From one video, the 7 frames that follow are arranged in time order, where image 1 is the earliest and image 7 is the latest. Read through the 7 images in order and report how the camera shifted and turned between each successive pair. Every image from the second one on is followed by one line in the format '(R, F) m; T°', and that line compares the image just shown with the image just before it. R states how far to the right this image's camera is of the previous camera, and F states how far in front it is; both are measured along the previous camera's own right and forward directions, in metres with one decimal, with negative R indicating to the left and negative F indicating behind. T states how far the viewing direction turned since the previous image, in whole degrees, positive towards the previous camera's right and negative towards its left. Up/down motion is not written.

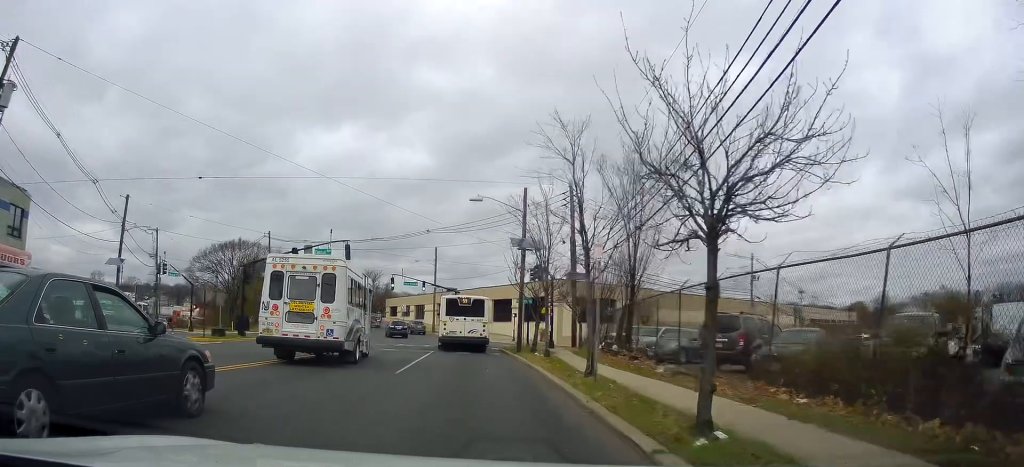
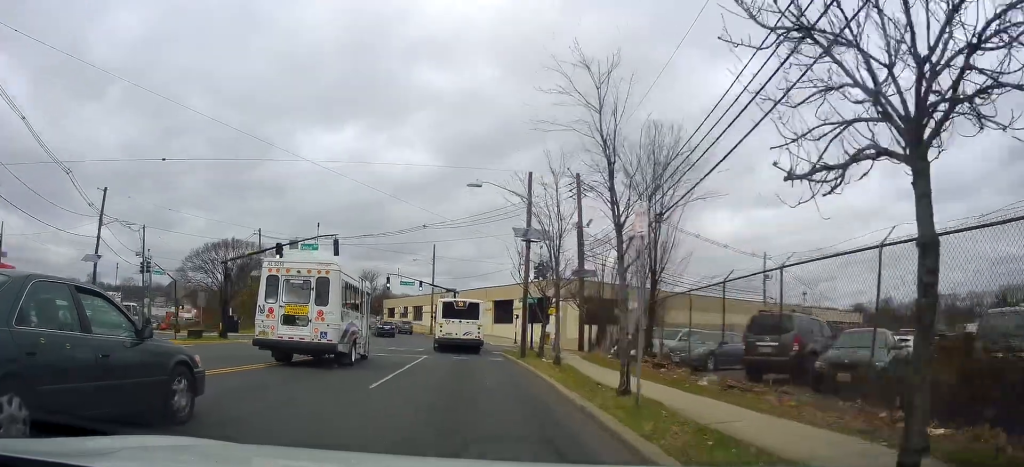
(-0.1, +2.8) m; +2°
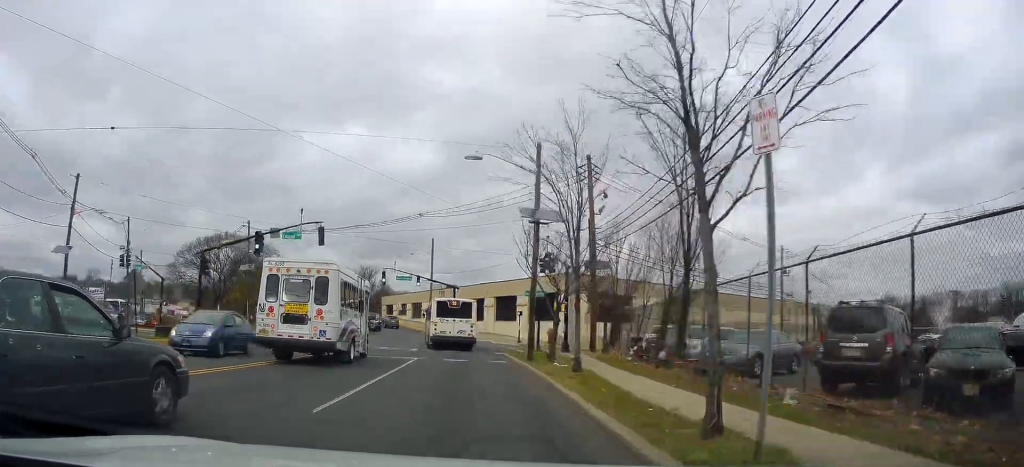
(+0.2, +3.6) m; 0°
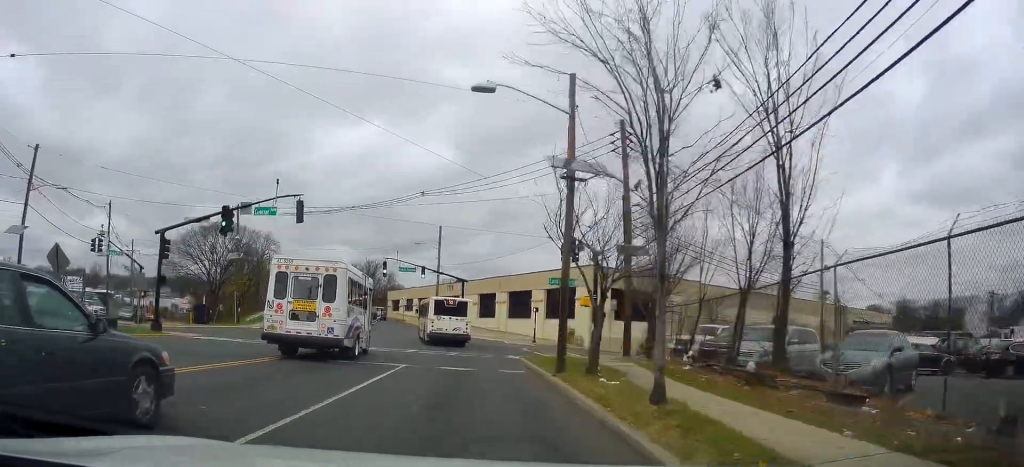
(0.0, +6.0) m; -3°
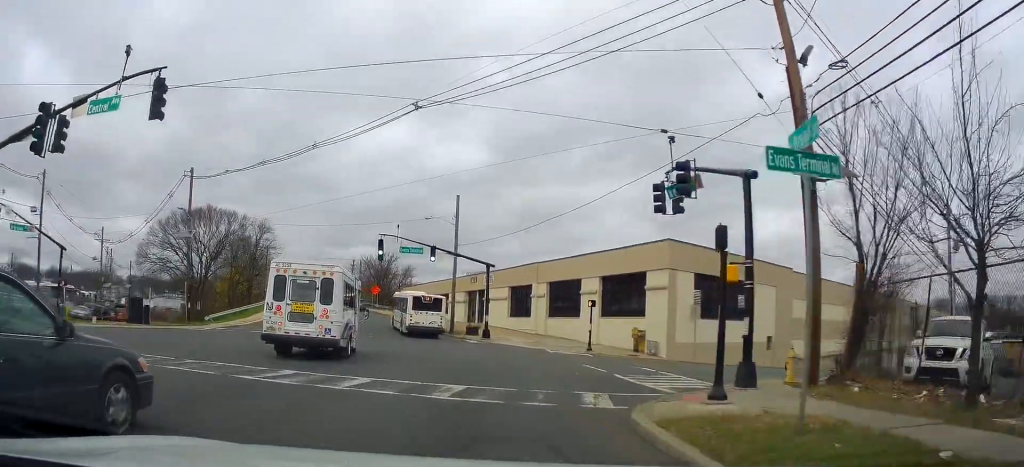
(-1.0, +15.0) m; -5°
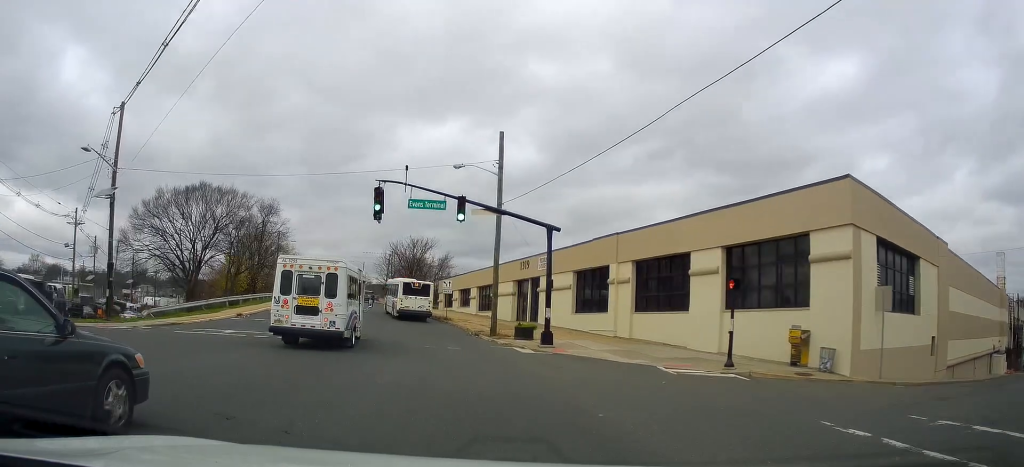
(-0.5, +14.2) m; -6°
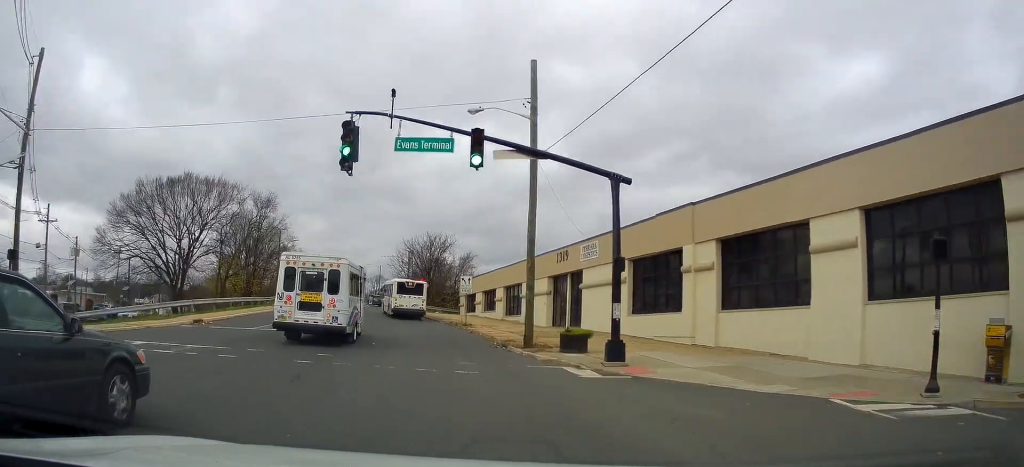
(-0.2, +9.0) m; -2°
